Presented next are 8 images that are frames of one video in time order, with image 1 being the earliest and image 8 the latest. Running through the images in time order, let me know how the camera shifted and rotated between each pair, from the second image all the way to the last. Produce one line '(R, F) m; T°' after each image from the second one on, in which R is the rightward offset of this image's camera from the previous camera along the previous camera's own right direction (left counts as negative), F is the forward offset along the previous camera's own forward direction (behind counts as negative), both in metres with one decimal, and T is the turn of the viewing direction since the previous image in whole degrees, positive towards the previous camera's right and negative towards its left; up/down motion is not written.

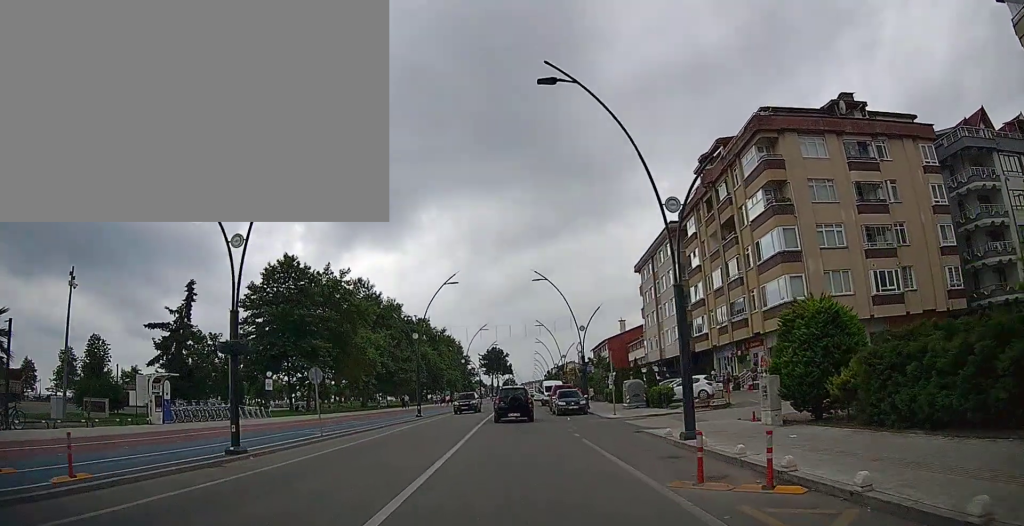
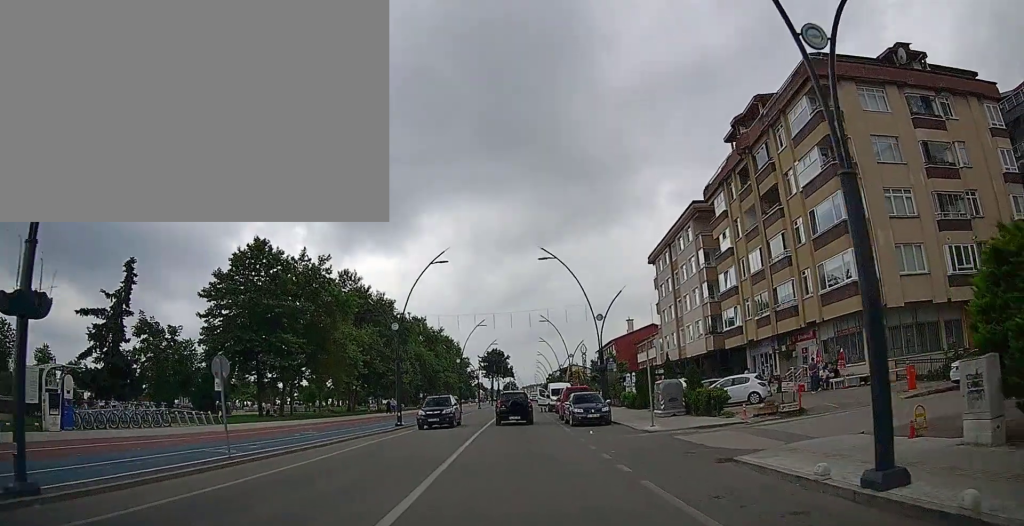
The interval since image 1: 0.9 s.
(0.0, +7.4) m; 0°
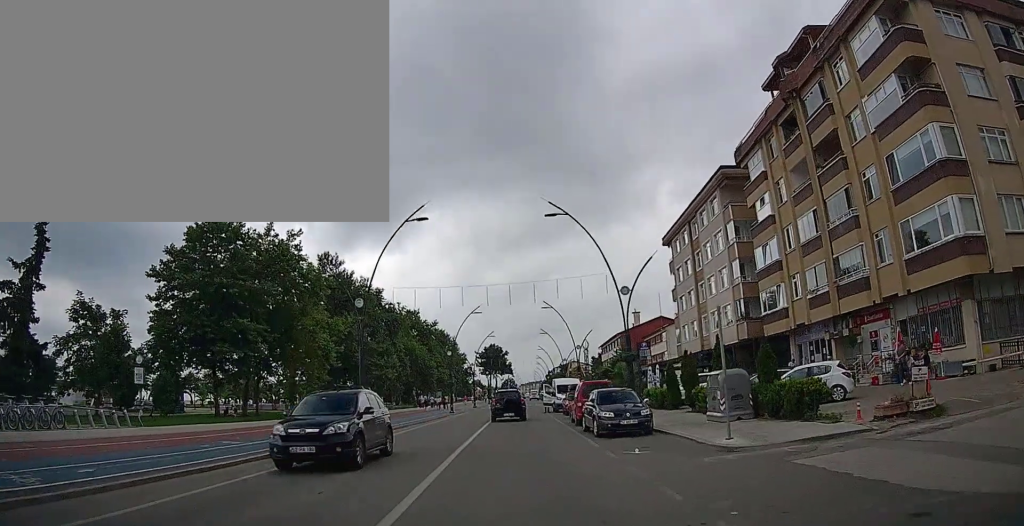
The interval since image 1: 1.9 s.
(0.0, +7.8) m; 0°
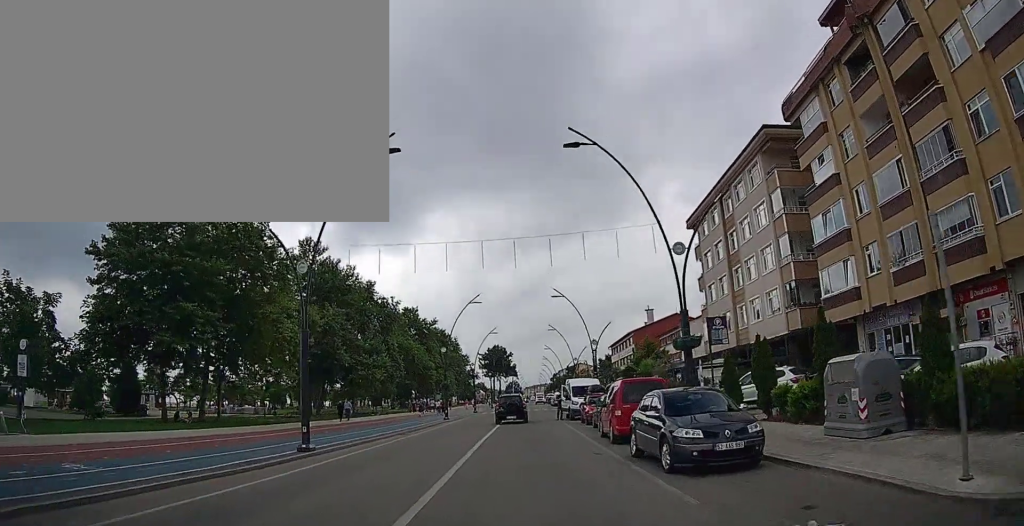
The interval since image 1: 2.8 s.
(0.0, +7.5) m; -2°
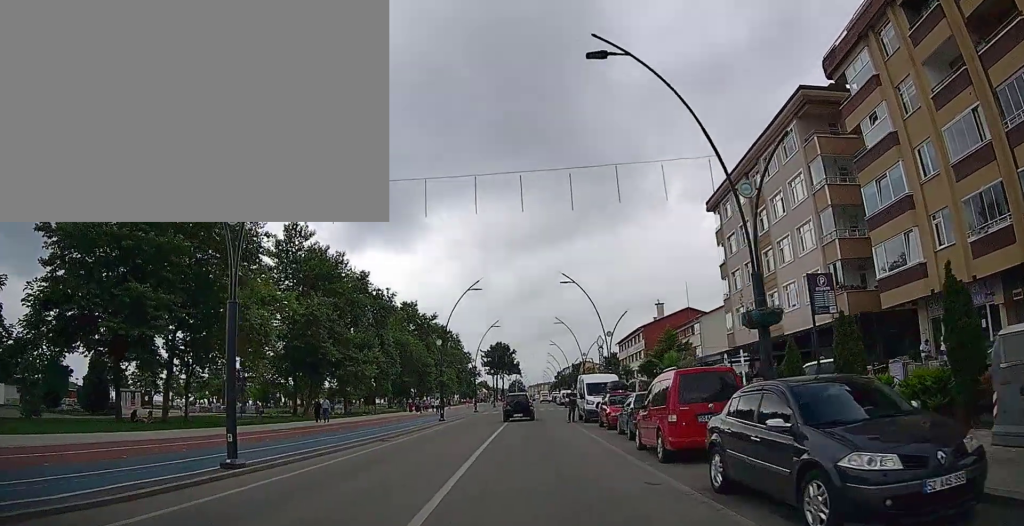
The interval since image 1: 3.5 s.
(-0.1, +5.3) m; -1°
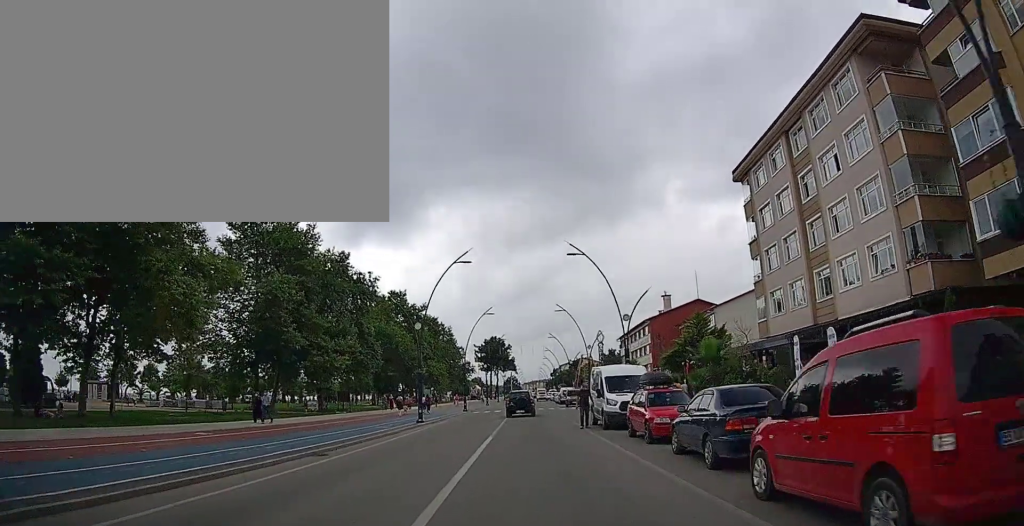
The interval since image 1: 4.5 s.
(-0.1, +7.0) m; -1°
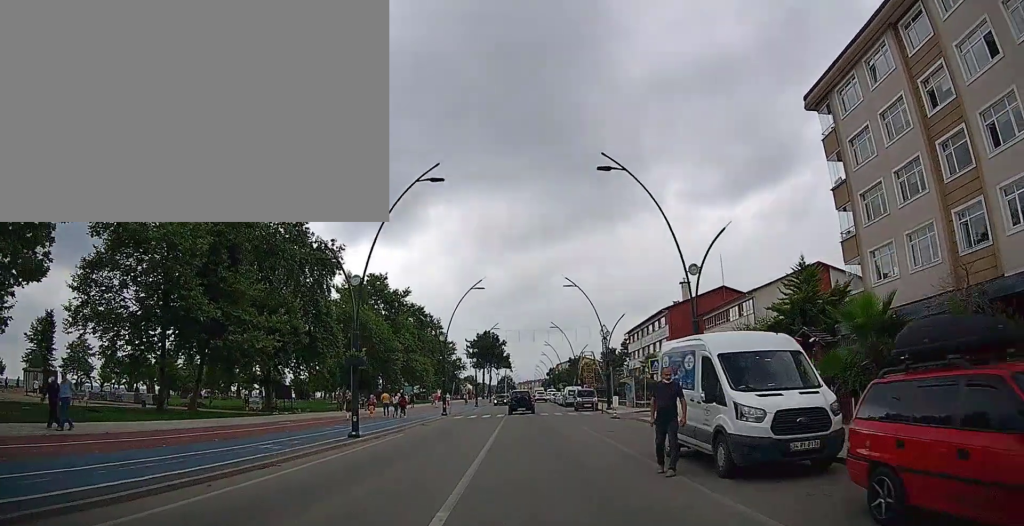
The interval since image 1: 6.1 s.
(0.0, +12.4) m; +2°
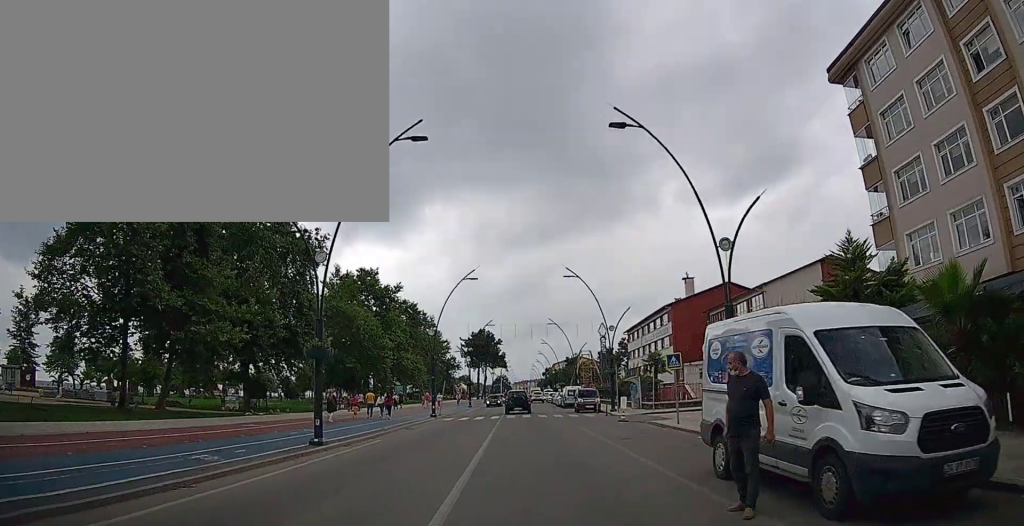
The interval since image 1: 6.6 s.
(+0.1, +3.7) m; +1°
